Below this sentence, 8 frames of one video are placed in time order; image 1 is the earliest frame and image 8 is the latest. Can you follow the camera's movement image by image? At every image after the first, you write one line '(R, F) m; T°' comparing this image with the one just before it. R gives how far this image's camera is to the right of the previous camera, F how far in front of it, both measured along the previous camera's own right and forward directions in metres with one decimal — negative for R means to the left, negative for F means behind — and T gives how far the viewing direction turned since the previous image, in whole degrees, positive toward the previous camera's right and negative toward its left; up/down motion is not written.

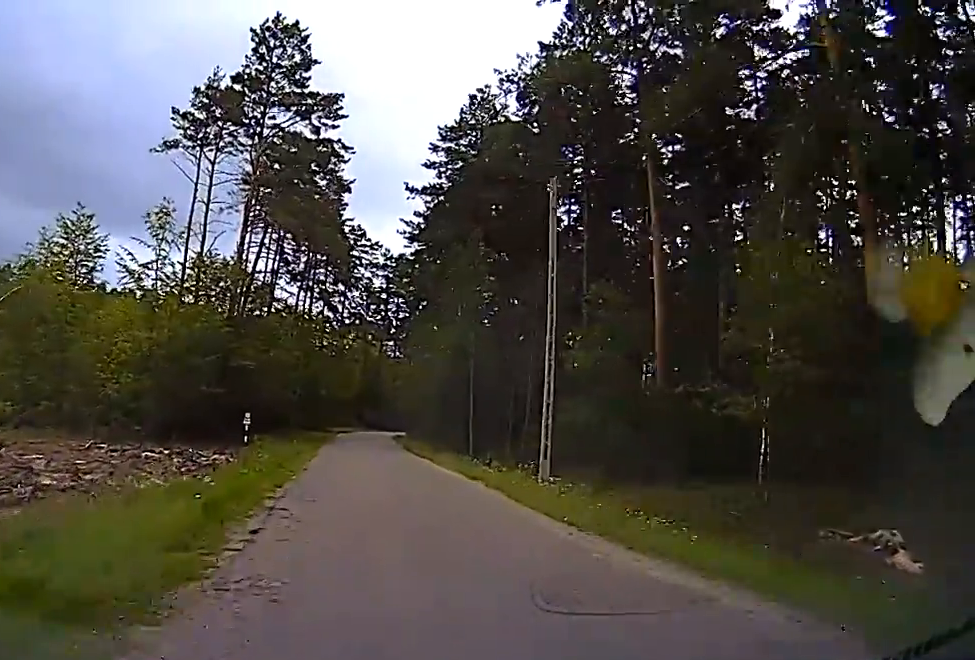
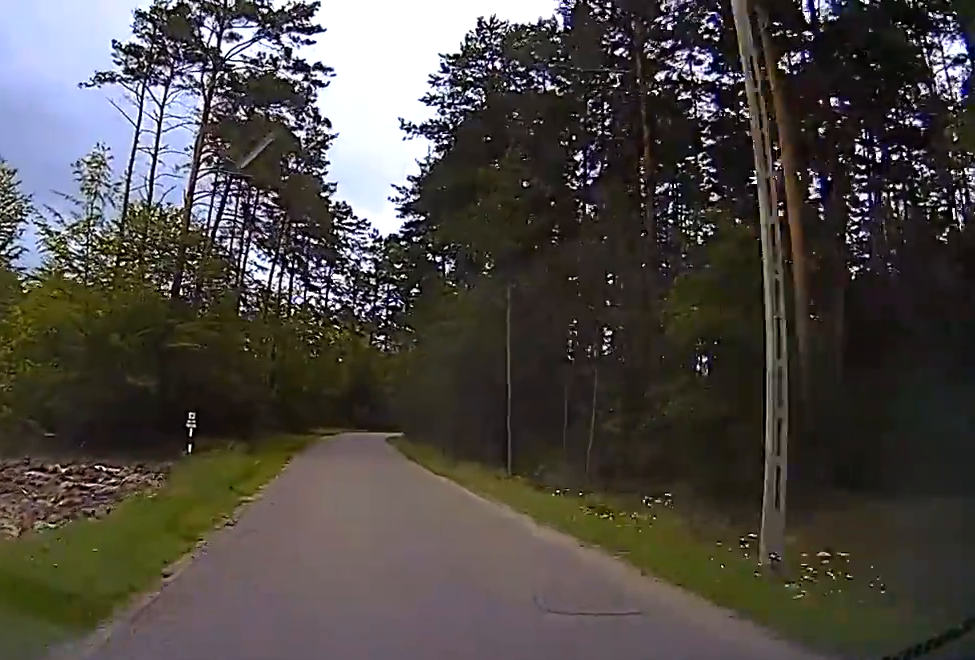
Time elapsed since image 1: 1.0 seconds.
(+0.2, +12.1) m; +1°
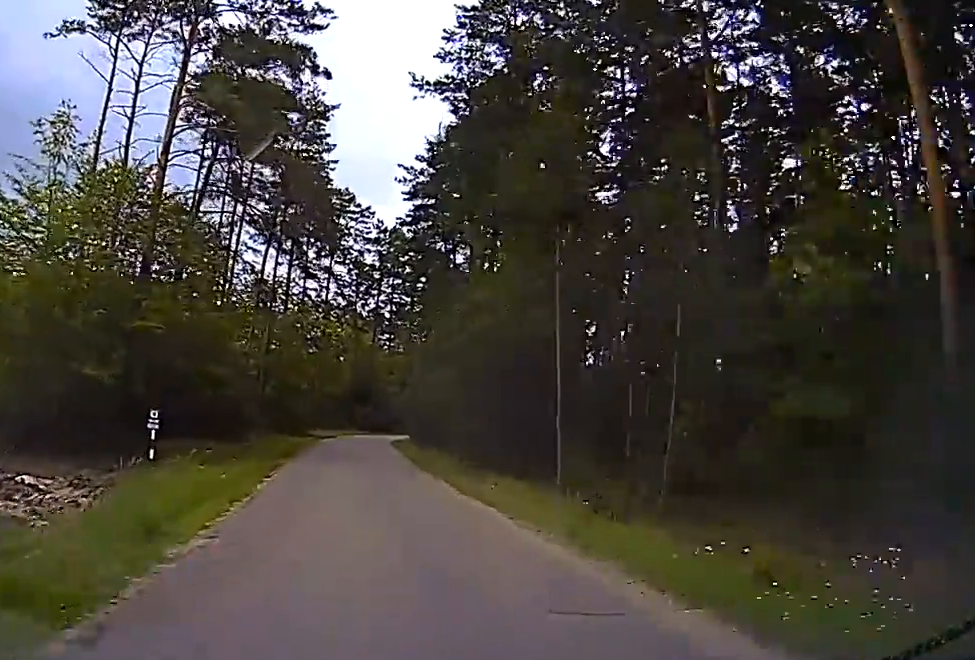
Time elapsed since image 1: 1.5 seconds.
(0.0, +6.1) m; 0°
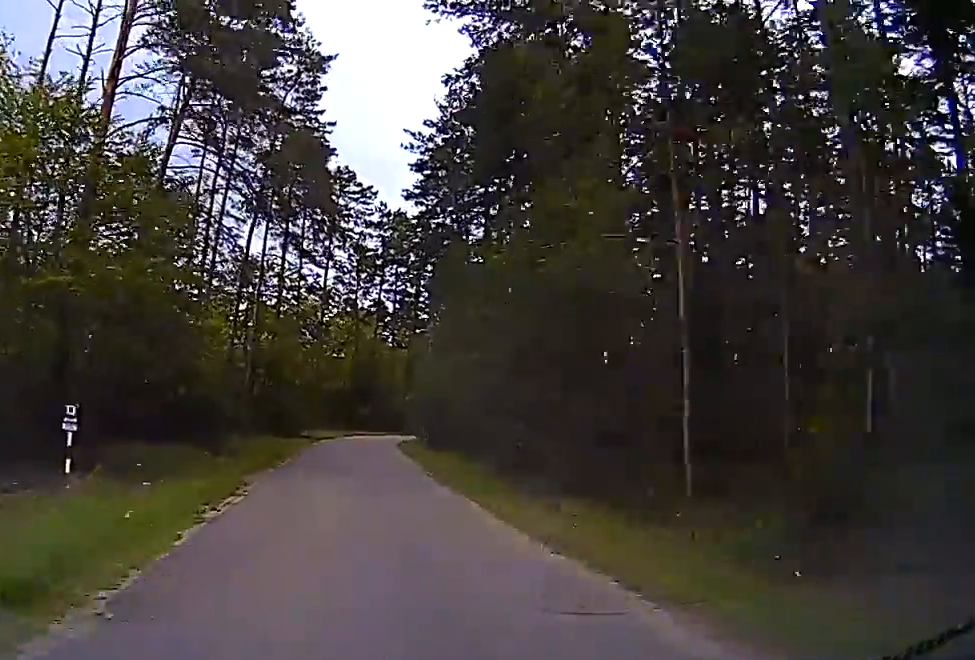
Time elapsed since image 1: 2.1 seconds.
(0.0, +7.5) m; 0°
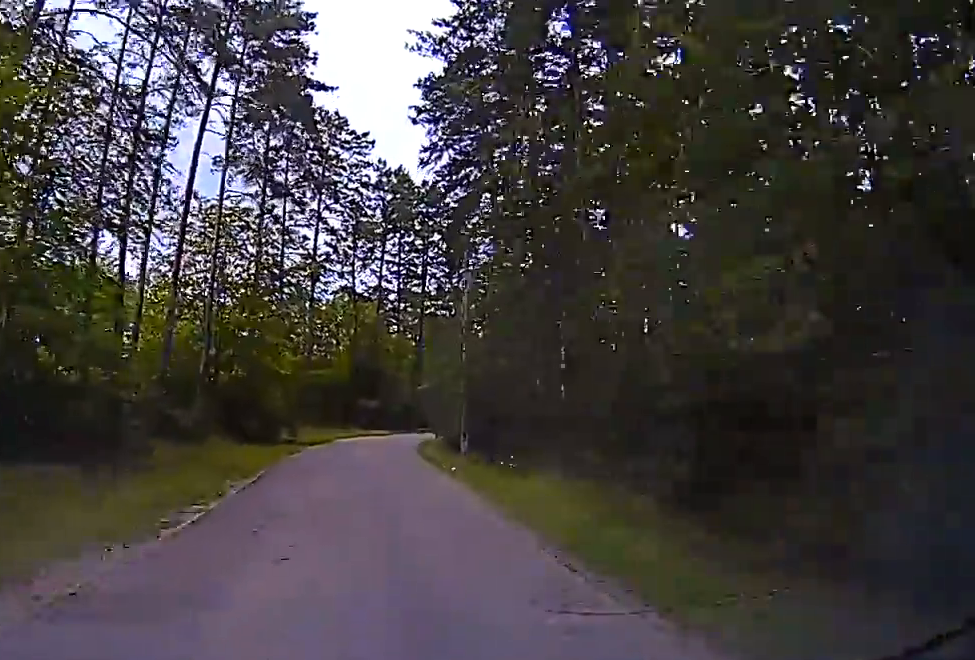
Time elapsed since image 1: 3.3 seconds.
(0.0, +14.4) m; 0°
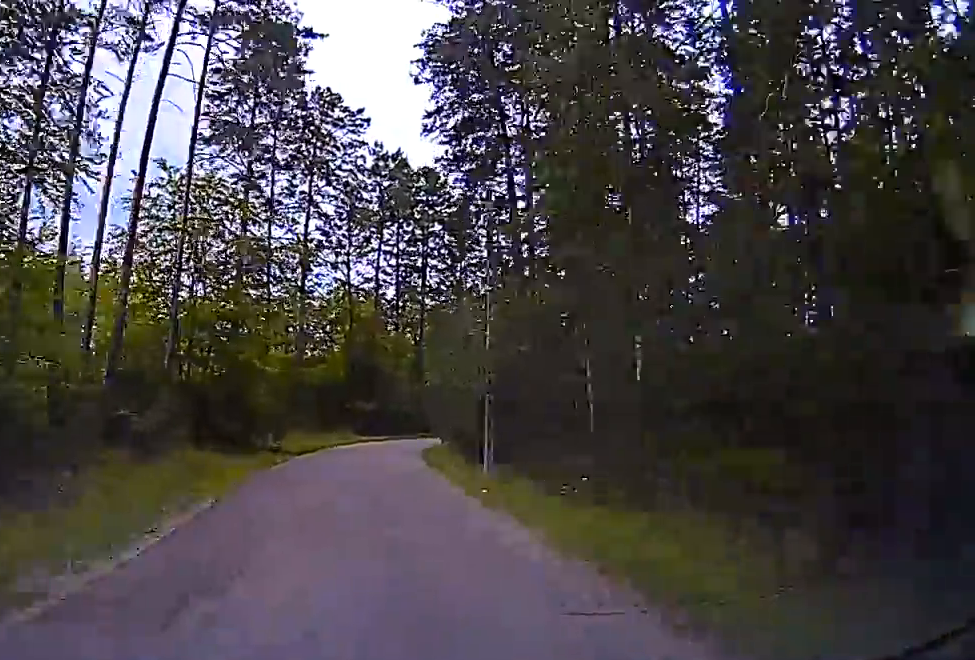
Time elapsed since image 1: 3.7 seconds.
(0.0, +6.0) m; 0°
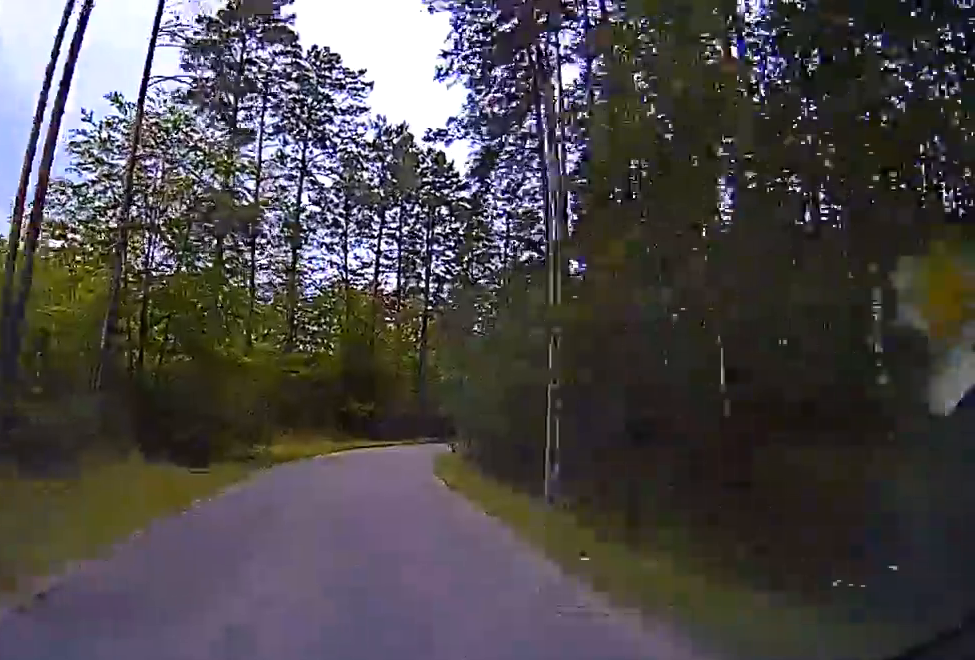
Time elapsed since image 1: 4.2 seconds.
(0.0, +7.4) m; 0°
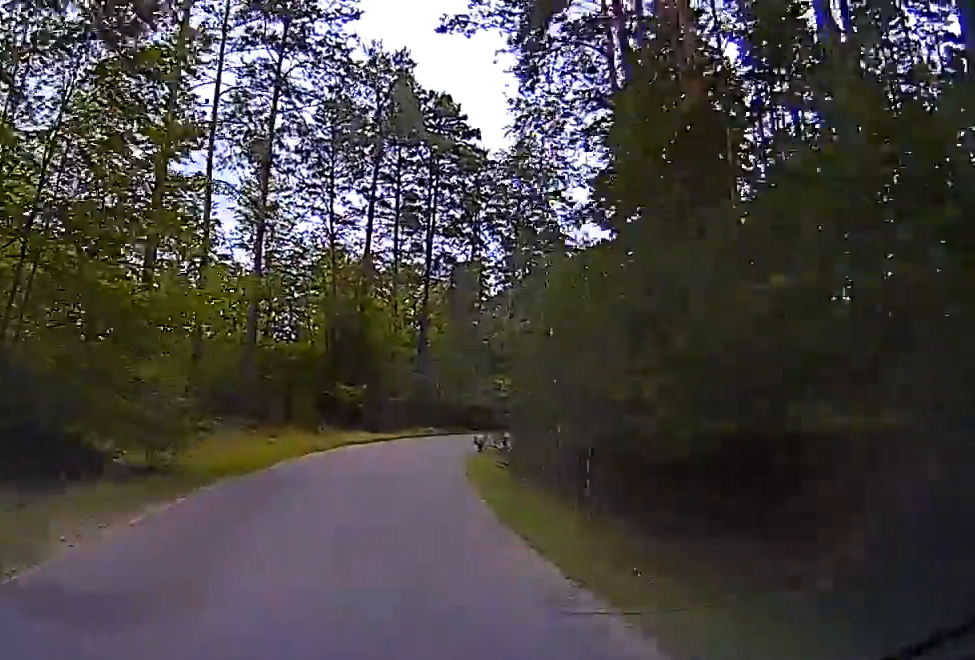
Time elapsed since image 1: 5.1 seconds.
(0.0, +12.5) m; 0°
